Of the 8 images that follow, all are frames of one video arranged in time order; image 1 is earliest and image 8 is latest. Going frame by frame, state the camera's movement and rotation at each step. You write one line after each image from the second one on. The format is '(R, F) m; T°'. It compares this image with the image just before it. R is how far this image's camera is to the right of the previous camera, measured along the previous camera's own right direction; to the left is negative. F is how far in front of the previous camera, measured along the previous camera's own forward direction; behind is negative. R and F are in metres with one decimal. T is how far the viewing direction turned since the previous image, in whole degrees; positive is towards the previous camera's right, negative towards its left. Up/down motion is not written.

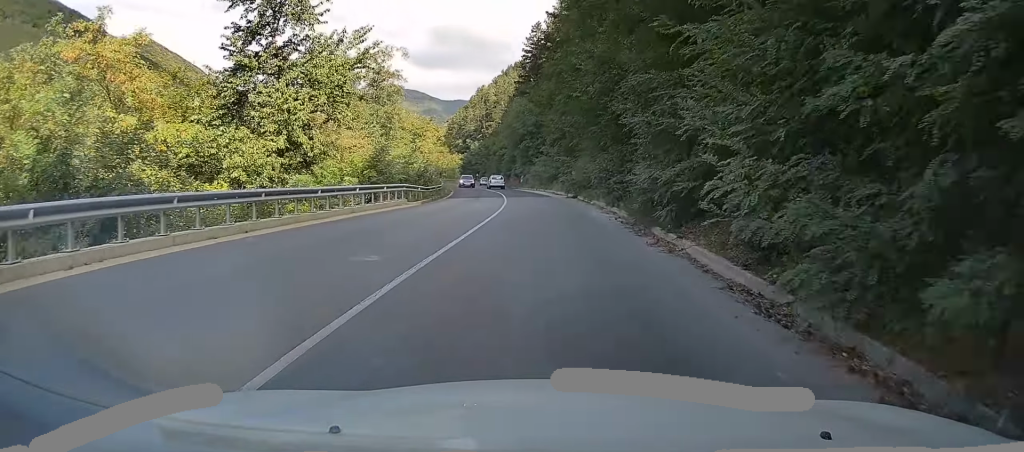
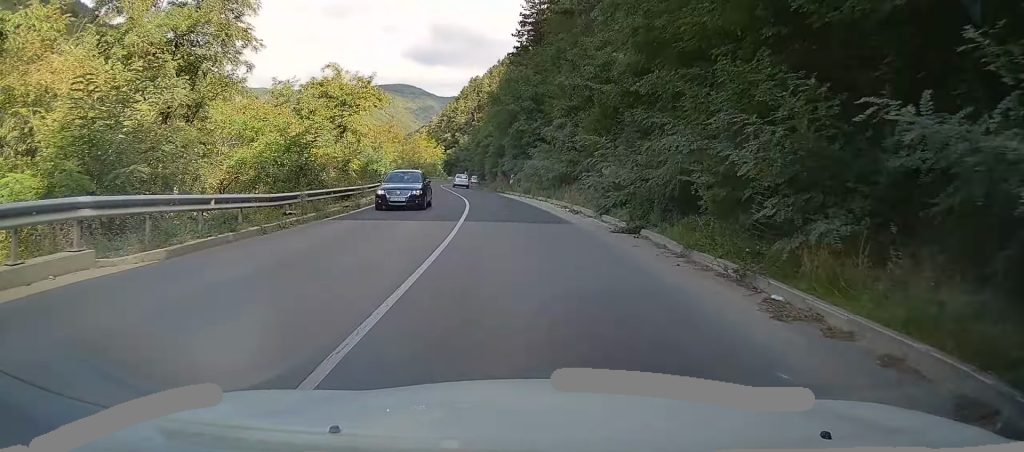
(+0.8, +23.7) m; +1°
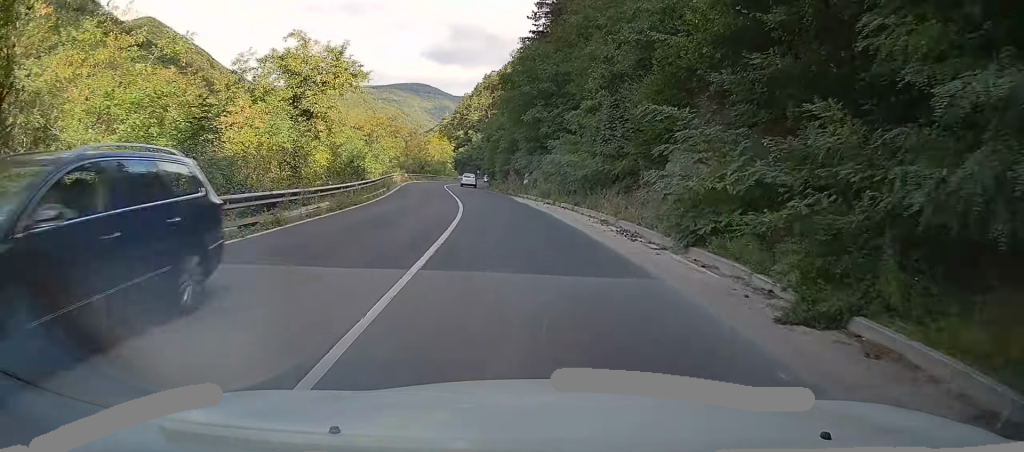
(+0.1, +9.5) m; -2°
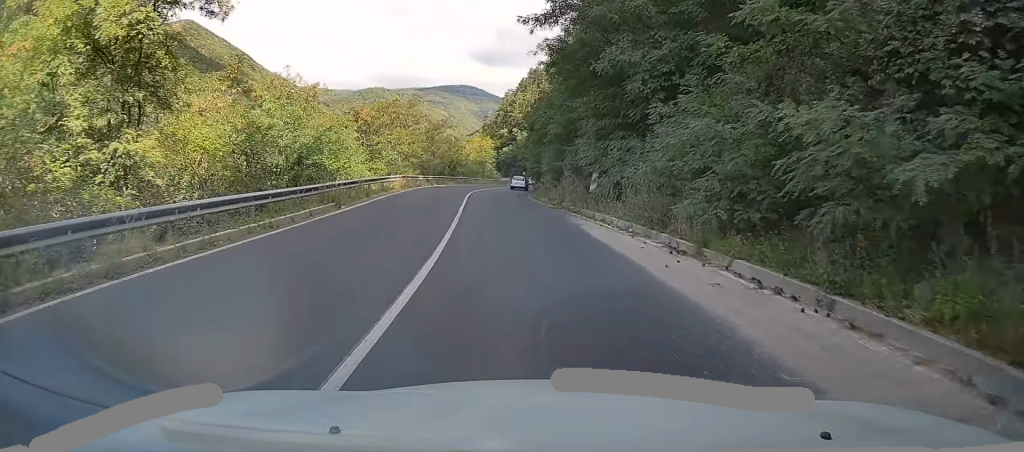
(-0.8, +18.6) m; -6°
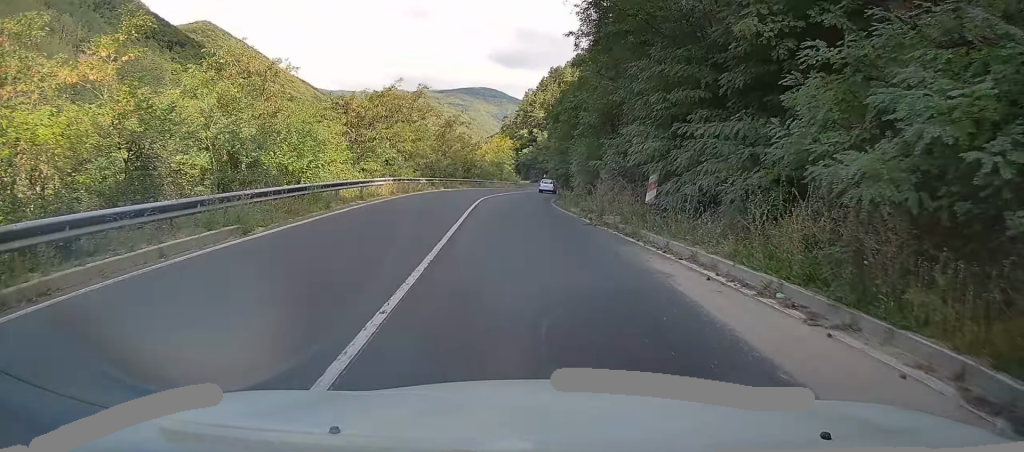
(-0.5, +8.4) m; -2°
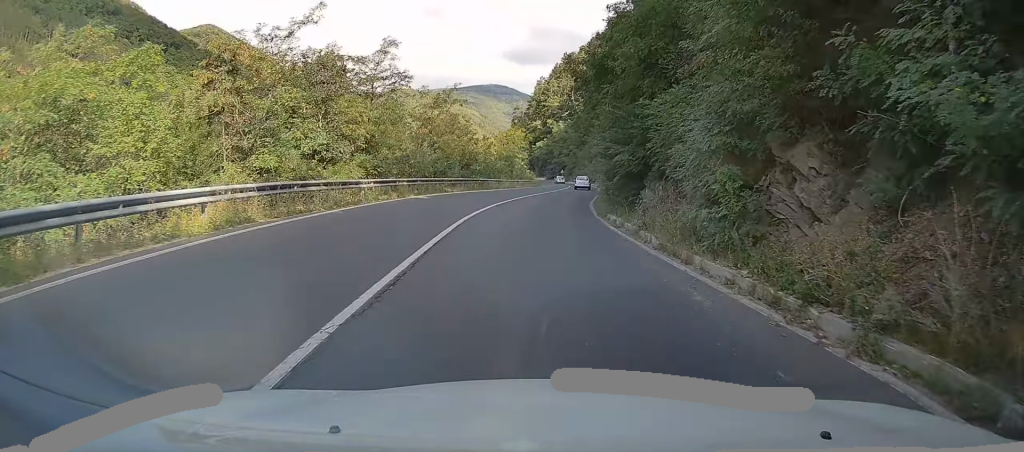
(-0.7, +18.4) m; -2°
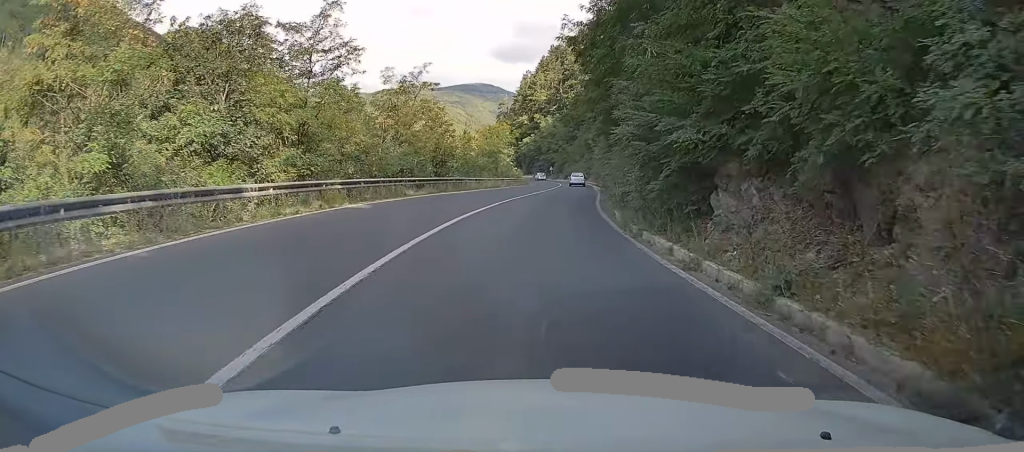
(0.0, +8.9) m; +1°
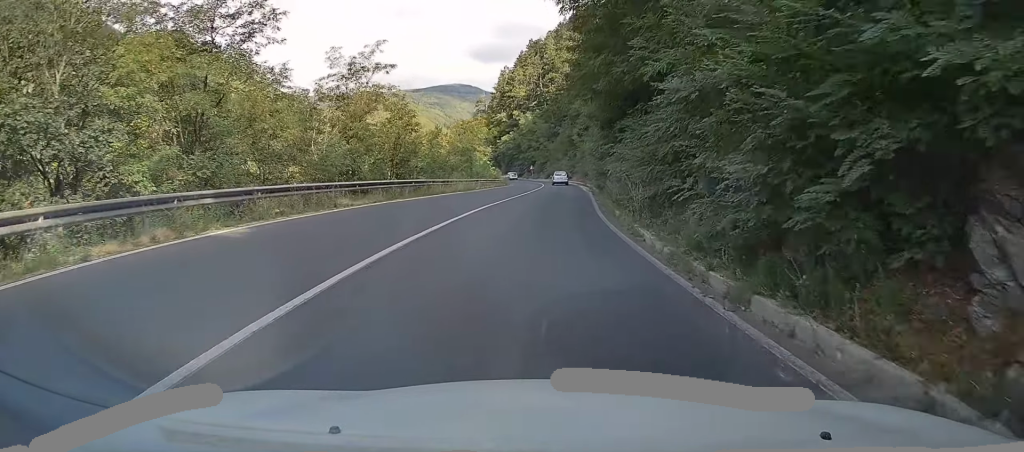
(+0.1, +7.8) m; +2°
